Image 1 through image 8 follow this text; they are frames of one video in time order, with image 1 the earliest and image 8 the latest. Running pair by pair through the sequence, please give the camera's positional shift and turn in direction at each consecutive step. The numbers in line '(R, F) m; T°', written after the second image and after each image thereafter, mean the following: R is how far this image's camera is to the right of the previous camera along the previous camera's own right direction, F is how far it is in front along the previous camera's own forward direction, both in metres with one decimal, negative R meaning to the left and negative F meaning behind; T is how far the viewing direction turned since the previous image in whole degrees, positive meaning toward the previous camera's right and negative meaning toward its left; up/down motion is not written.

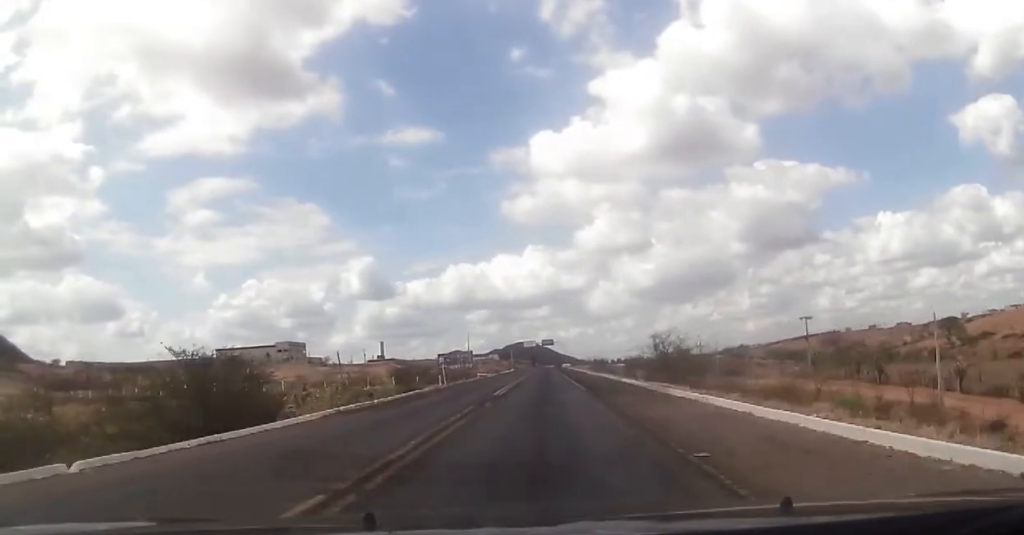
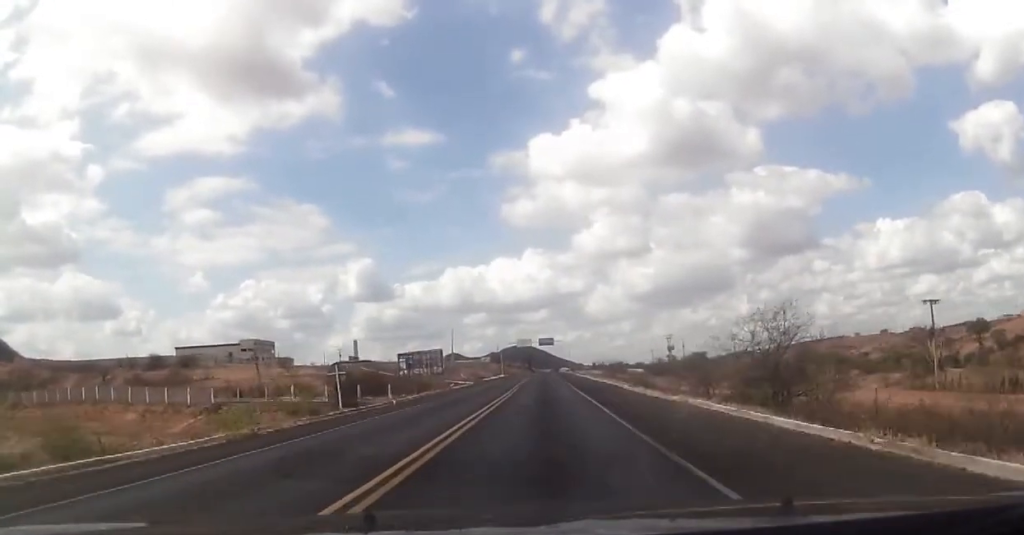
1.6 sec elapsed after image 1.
(0.0, +33.9) m; -1°
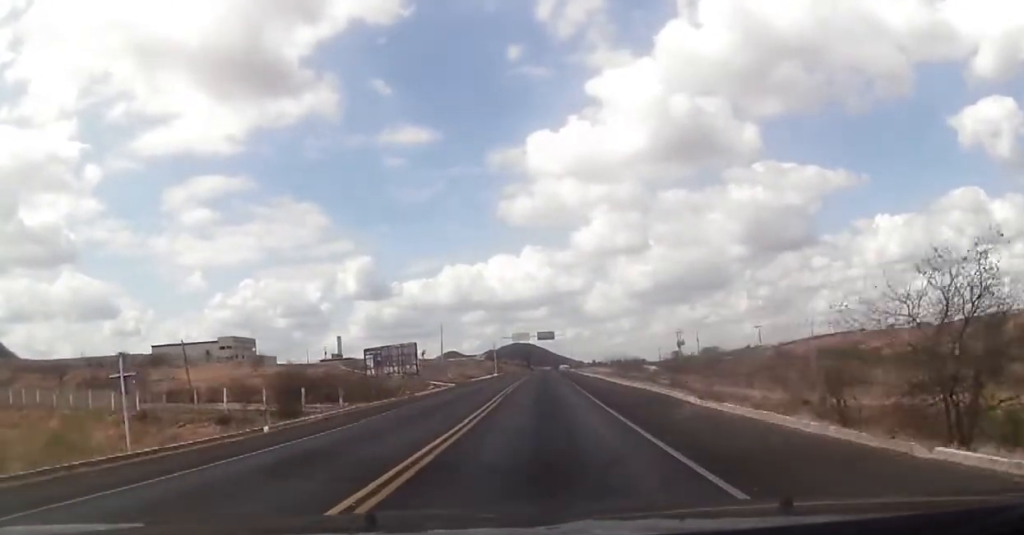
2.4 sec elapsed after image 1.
(-0.1, +17.8) m; +1°
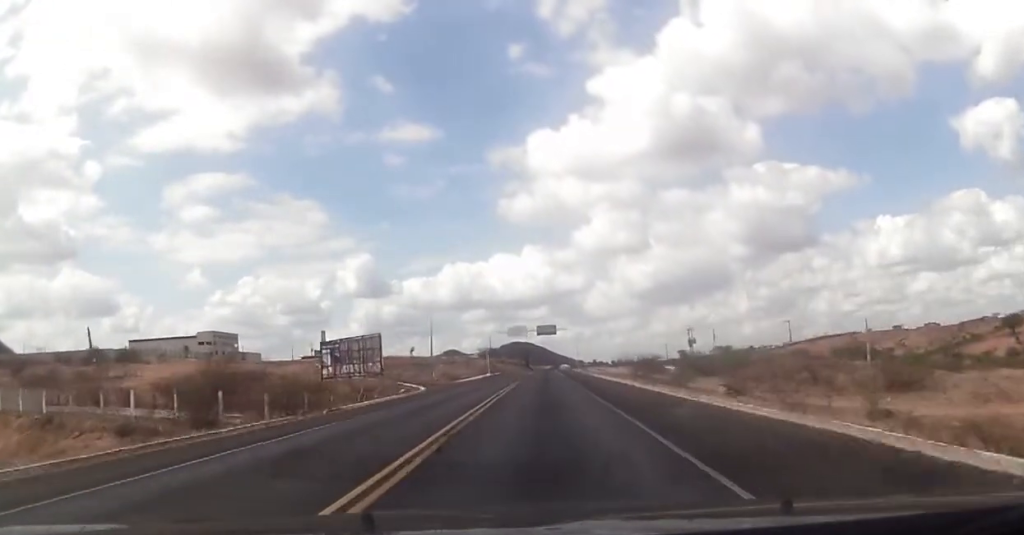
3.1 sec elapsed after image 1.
(+0.1, +15.7) m; 0°
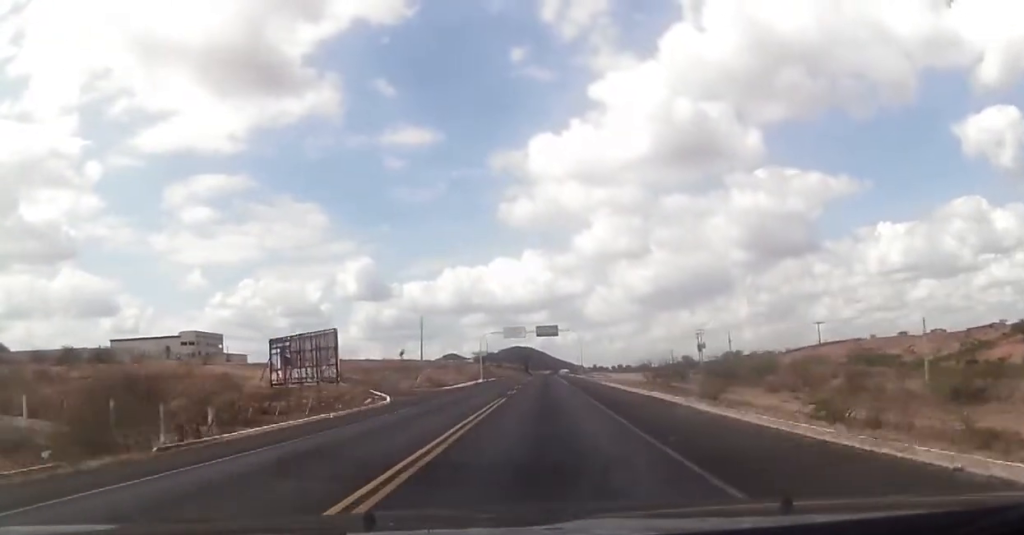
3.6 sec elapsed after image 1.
(+0.3, +12.0) m; 0°
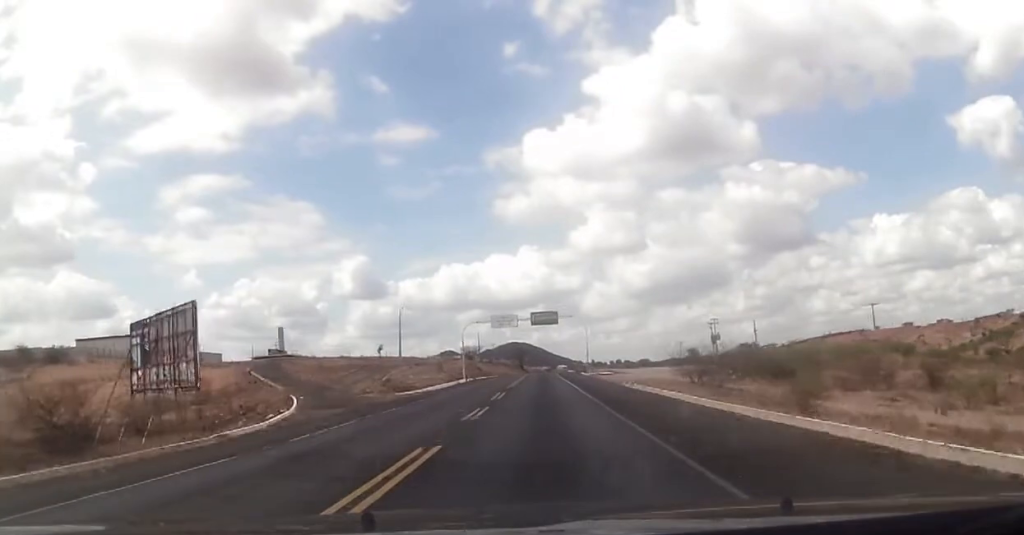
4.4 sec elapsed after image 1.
(-0.3, +18.2) m; -1°
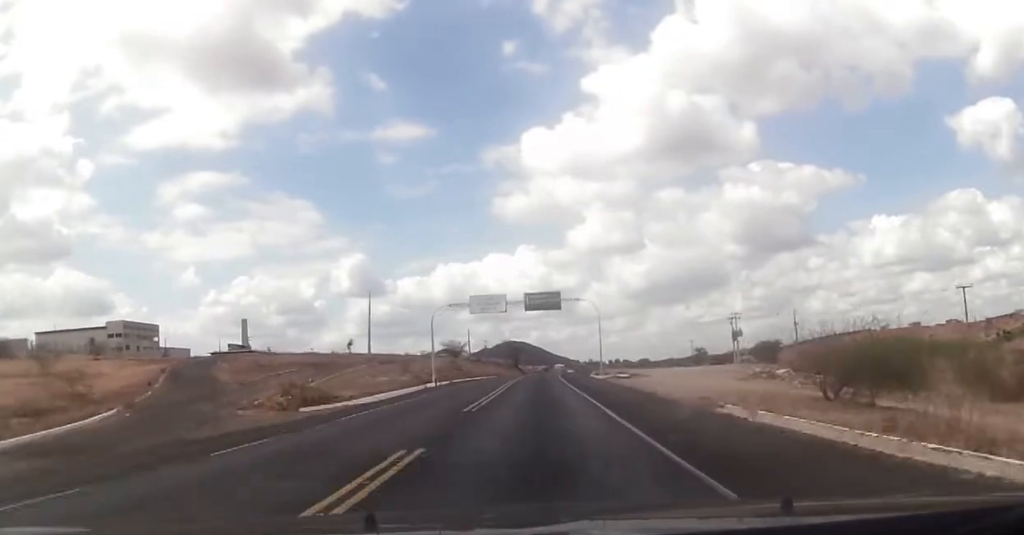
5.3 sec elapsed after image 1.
(-0.2, +20.0) m; 0°
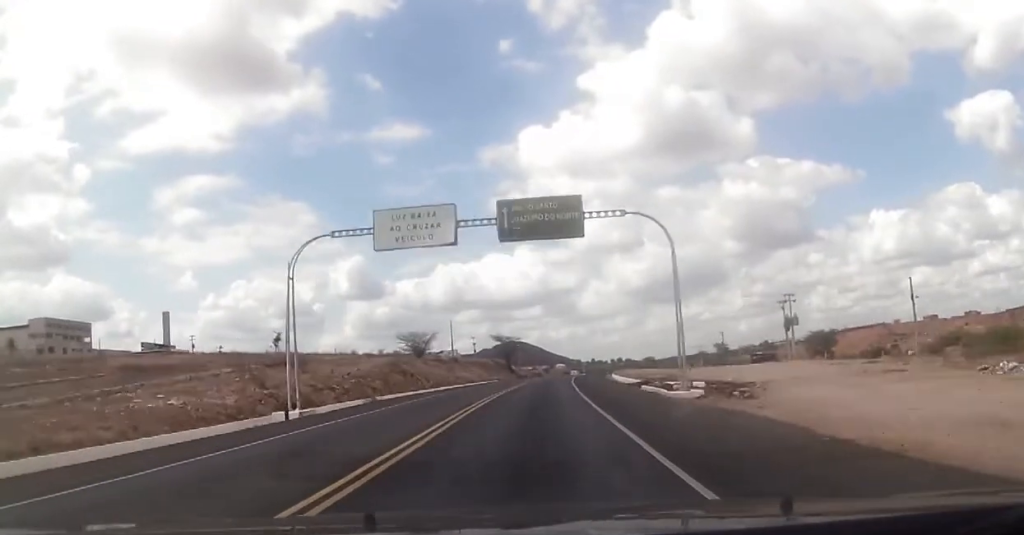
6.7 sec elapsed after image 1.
(+0.5, +33.1) m; +1°
